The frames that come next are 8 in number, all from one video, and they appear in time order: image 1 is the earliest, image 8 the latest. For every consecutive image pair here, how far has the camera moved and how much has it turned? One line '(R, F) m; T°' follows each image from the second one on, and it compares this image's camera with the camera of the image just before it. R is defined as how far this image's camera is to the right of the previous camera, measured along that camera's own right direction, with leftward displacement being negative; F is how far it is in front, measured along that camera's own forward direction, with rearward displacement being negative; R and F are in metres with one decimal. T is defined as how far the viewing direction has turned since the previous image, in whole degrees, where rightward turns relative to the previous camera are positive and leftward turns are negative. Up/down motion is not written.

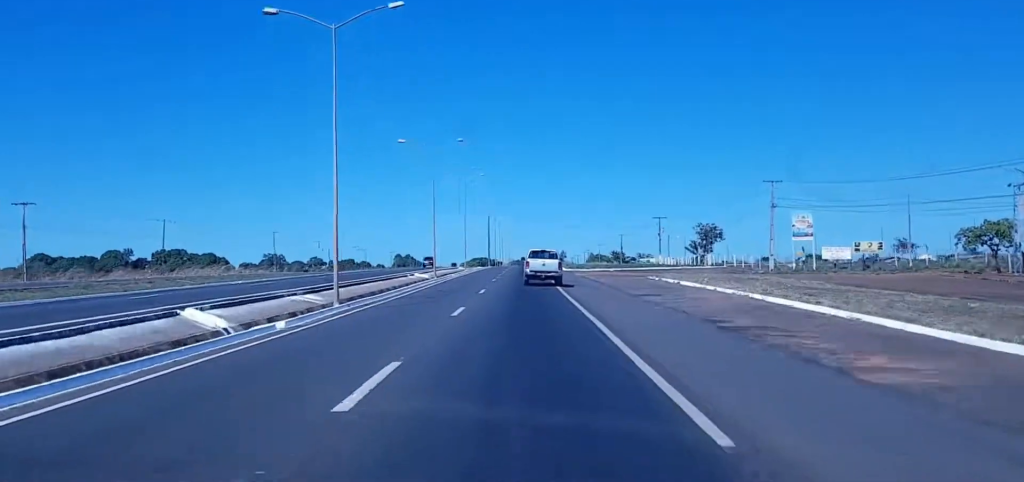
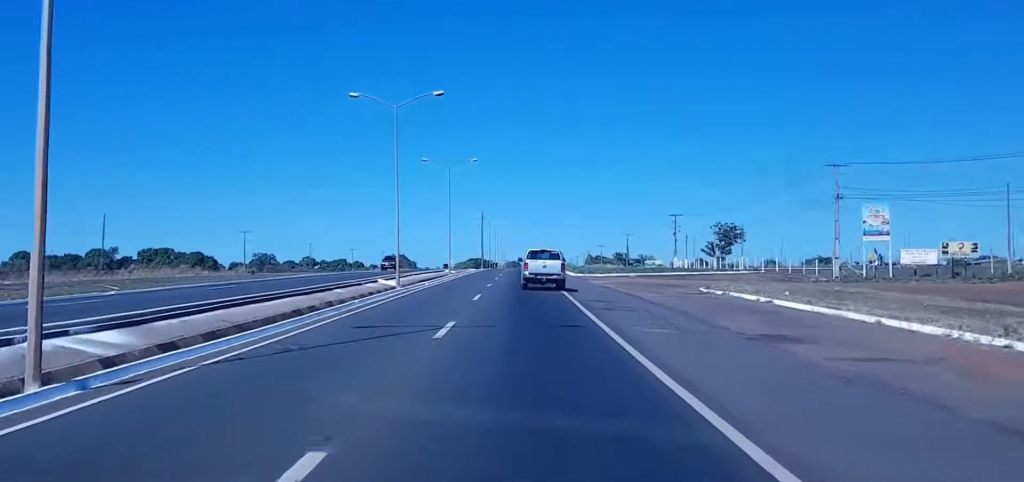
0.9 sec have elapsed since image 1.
(-0.1, +22.1) m; -1°
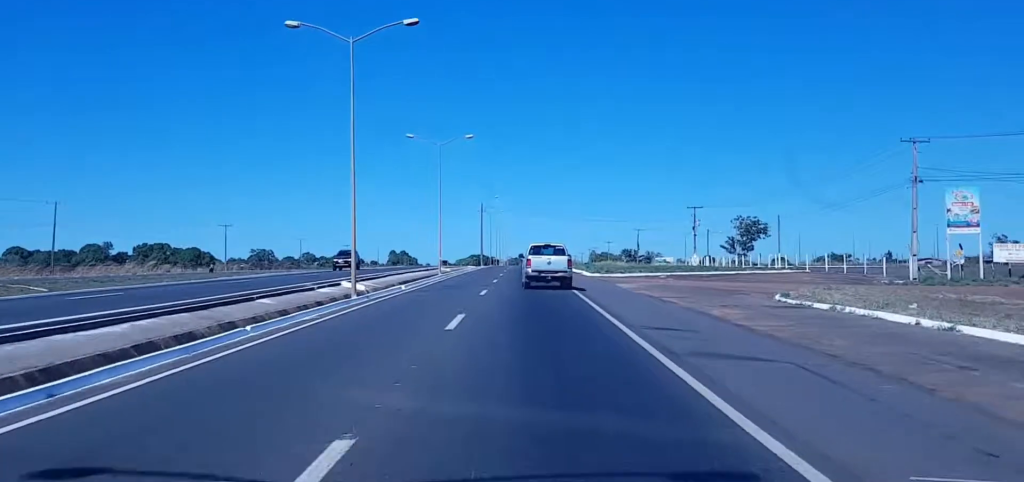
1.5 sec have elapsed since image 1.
(-0.1, +14.8) m; -1°
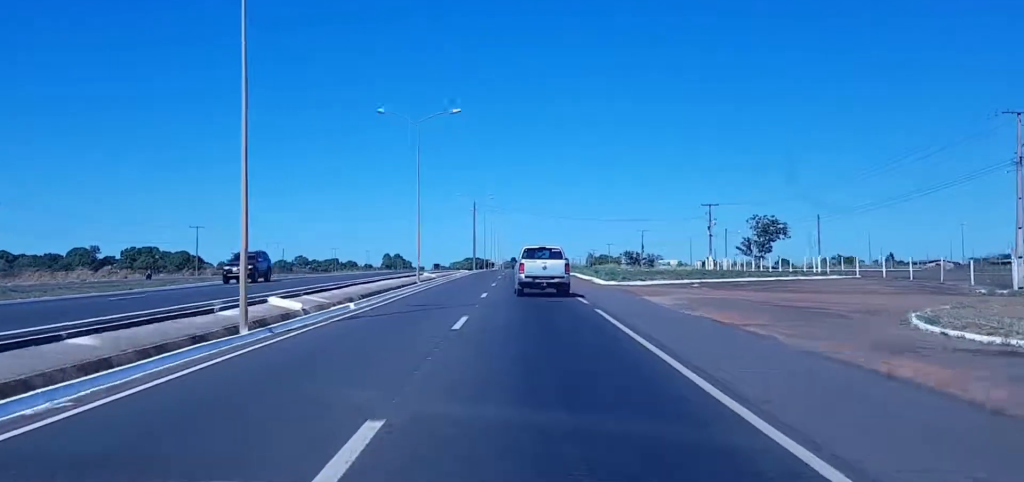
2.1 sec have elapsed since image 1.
(-0.4, +14.8) m; -1°
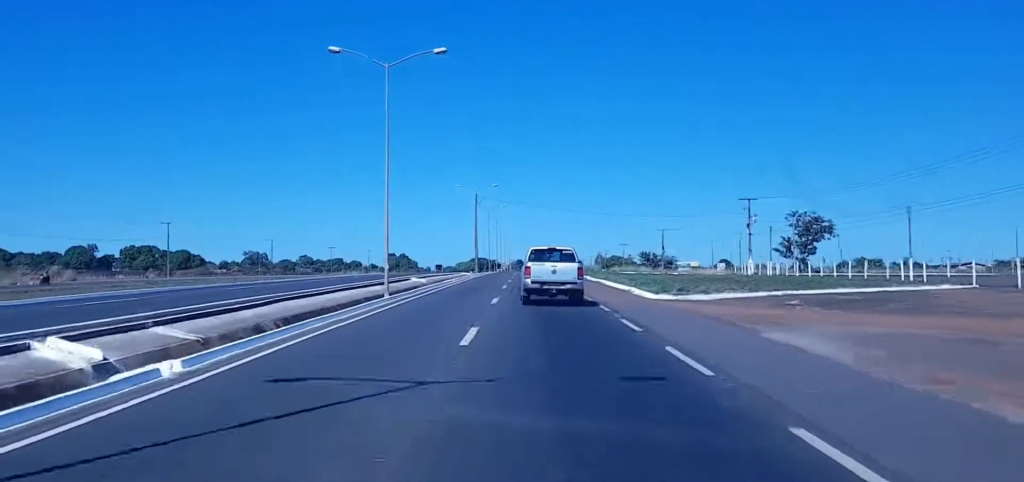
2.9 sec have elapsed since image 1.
(-0.1, +18.8) m; +1°
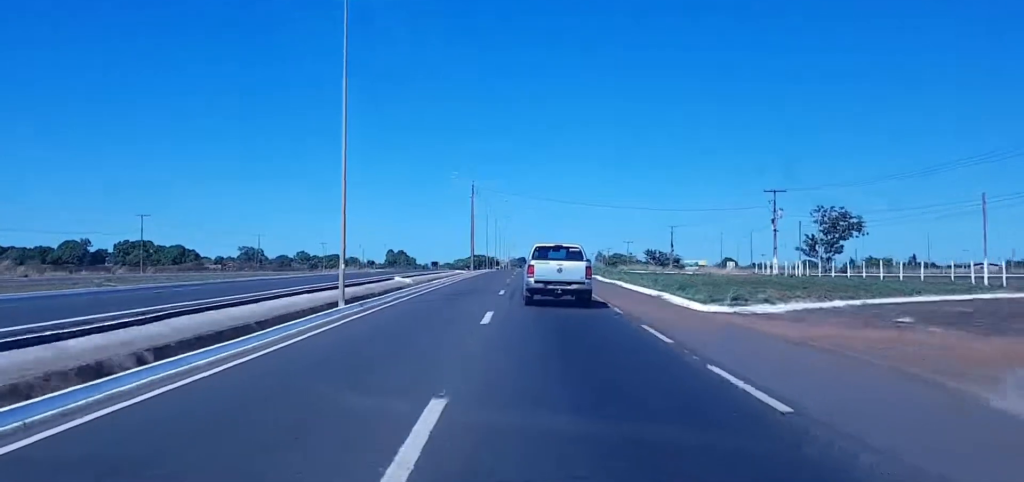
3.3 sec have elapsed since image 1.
(-0.1, +11.4) m; +1°
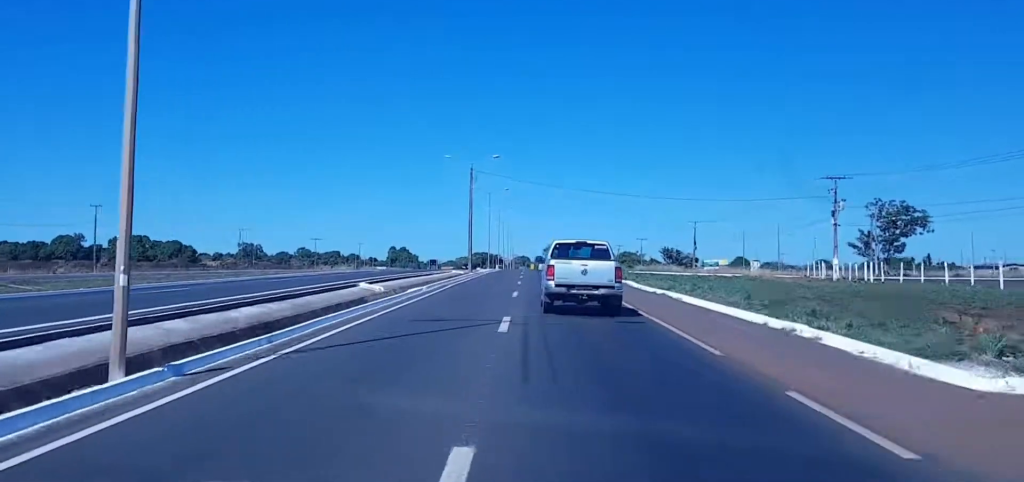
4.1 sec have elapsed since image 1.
(+0.4, +18.5) m; 0°
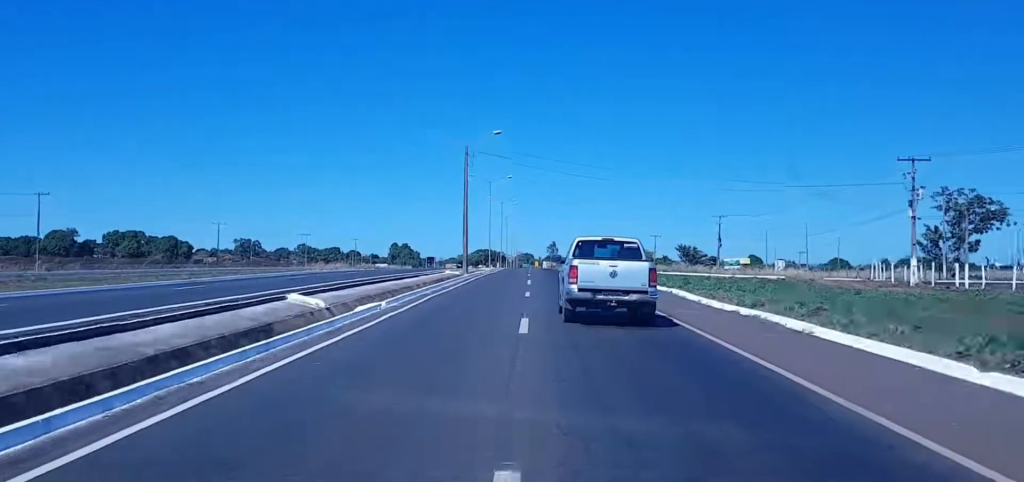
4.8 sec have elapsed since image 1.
(-0.1, +16.8) m; 0°
